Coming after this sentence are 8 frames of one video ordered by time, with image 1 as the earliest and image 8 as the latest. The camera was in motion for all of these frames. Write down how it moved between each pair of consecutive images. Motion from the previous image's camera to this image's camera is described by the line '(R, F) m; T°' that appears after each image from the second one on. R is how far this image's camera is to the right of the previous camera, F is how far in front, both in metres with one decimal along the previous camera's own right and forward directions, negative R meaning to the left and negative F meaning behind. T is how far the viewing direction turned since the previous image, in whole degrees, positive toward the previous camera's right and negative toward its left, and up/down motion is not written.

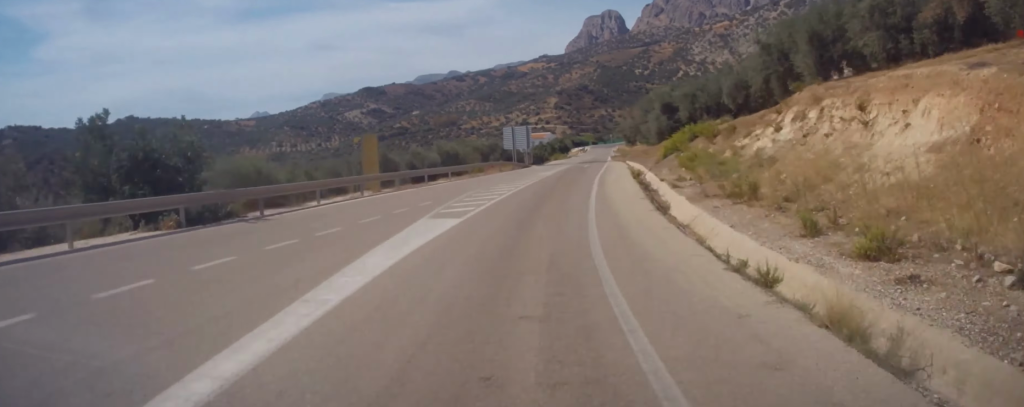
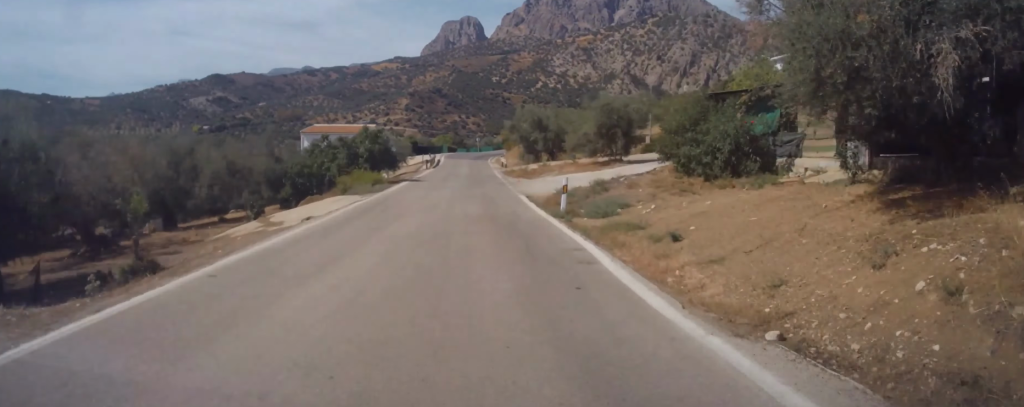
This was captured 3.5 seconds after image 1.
(+3.9, +42.3) m; +11°
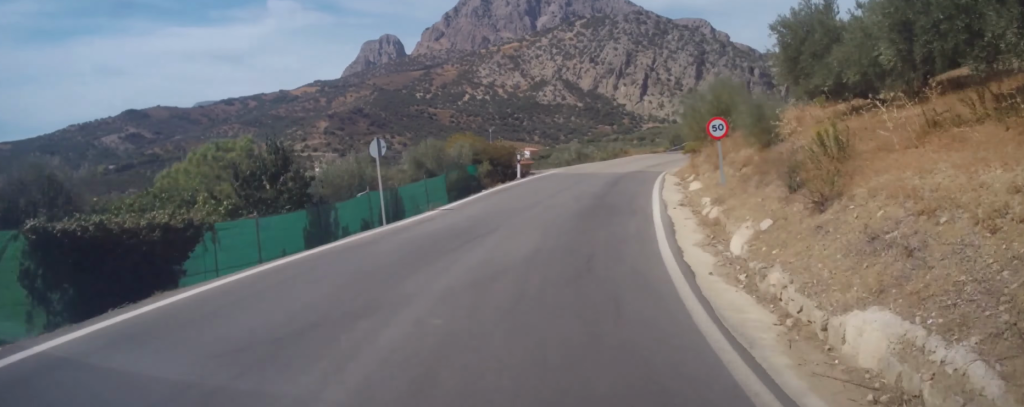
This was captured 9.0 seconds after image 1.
(+8.0, +63.7) m; +16°
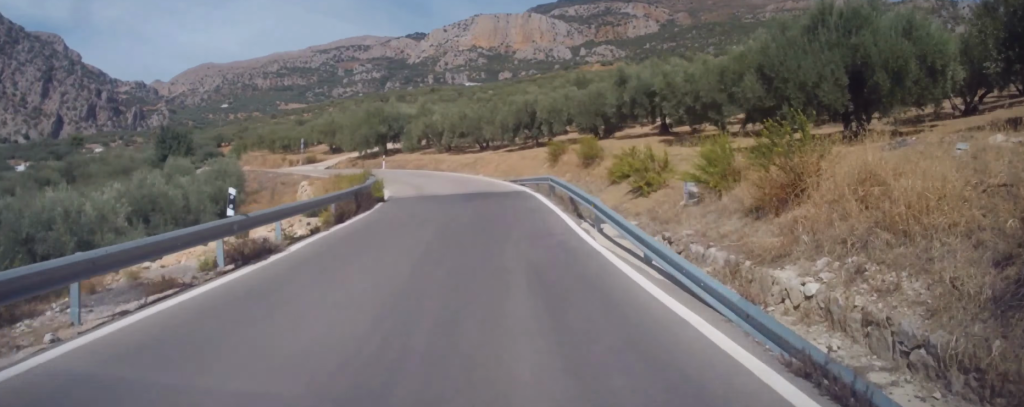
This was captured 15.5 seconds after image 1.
(+16.1, +79.6) m; +12°
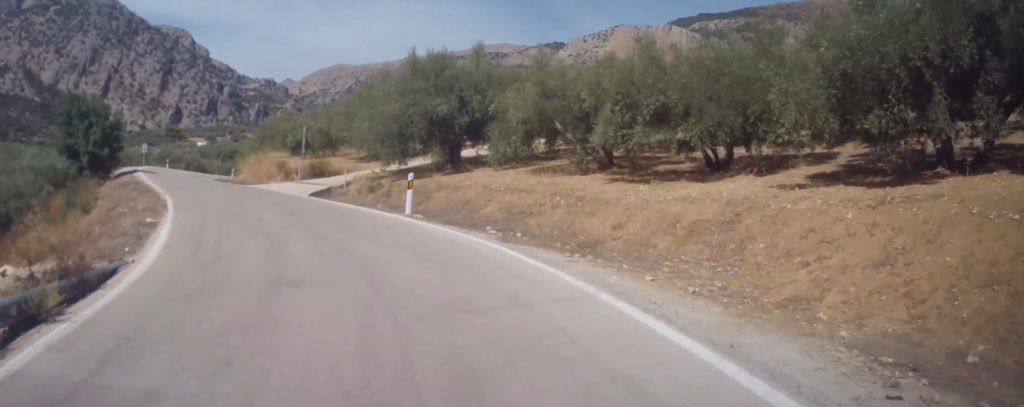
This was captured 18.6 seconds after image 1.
(+0.7, +39.3) m; 0°
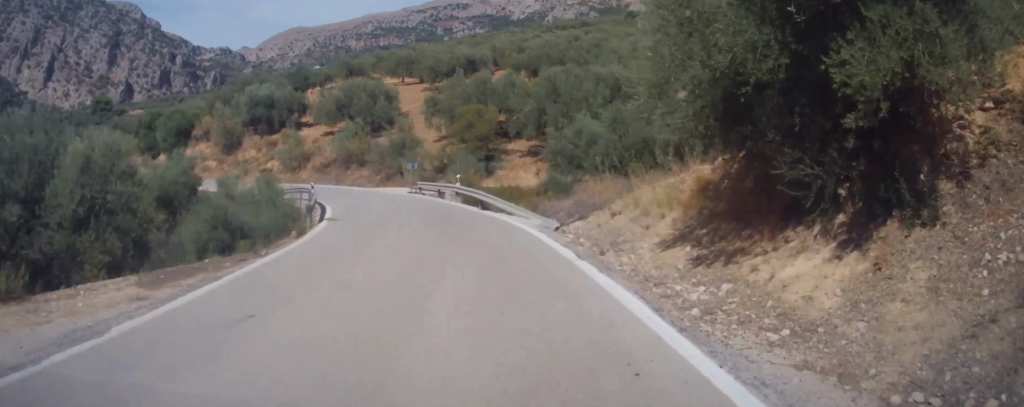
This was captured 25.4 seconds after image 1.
(-0.7, +89.7) m; -8°
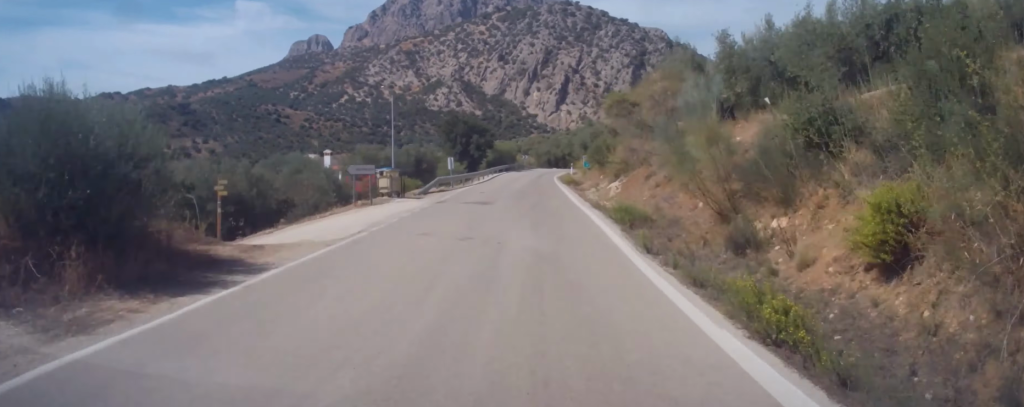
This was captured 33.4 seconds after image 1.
(-15.5, +108.1) m; -7°
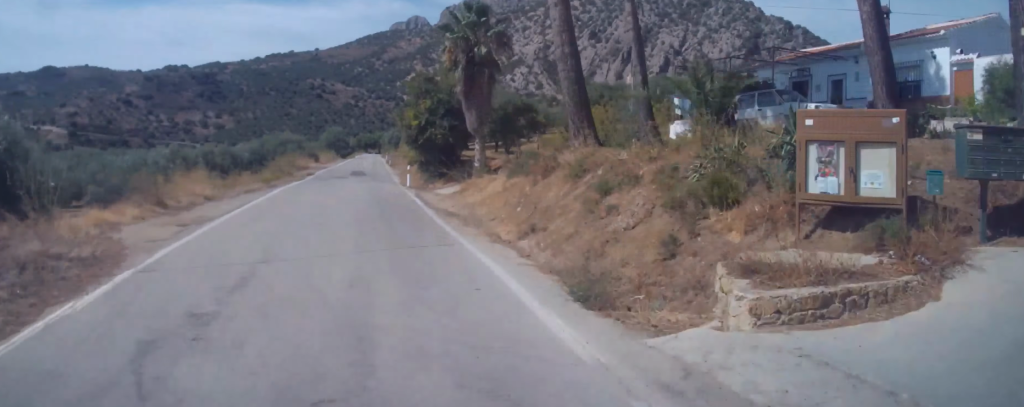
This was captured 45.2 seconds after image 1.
(-17.1, +159.0) m; -21°
